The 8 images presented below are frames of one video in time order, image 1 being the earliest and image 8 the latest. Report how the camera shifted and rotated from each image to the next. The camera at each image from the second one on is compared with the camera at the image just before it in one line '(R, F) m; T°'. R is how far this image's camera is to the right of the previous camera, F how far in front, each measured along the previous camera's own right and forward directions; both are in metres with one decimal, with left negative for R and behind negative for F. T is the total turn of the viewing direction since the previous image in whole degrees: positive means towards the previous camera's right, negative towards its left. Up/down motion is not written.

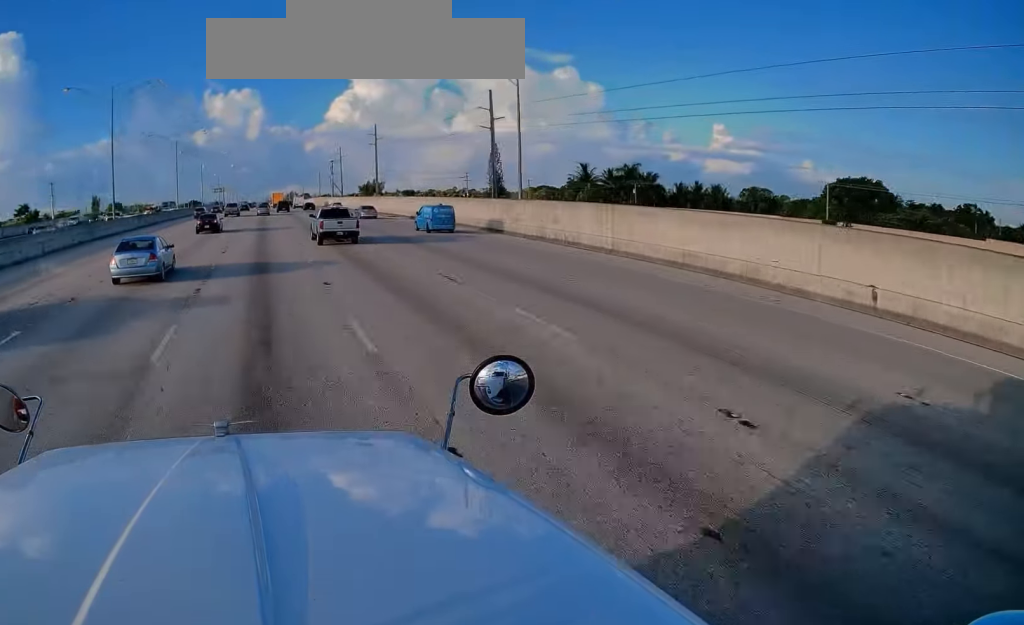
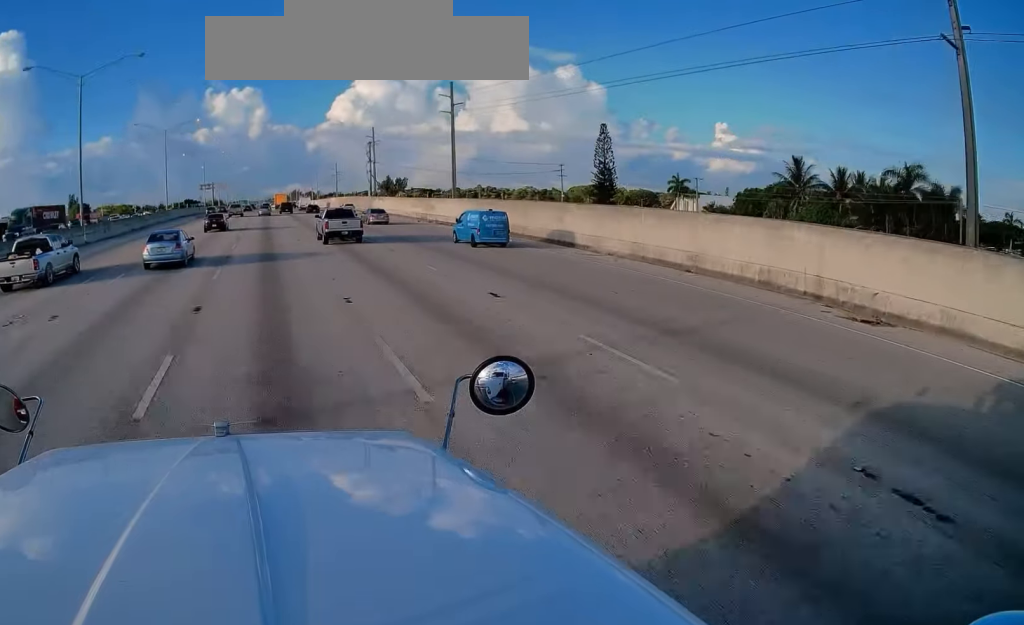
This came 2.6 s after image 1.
(-0.9, +64.1) m; -1°
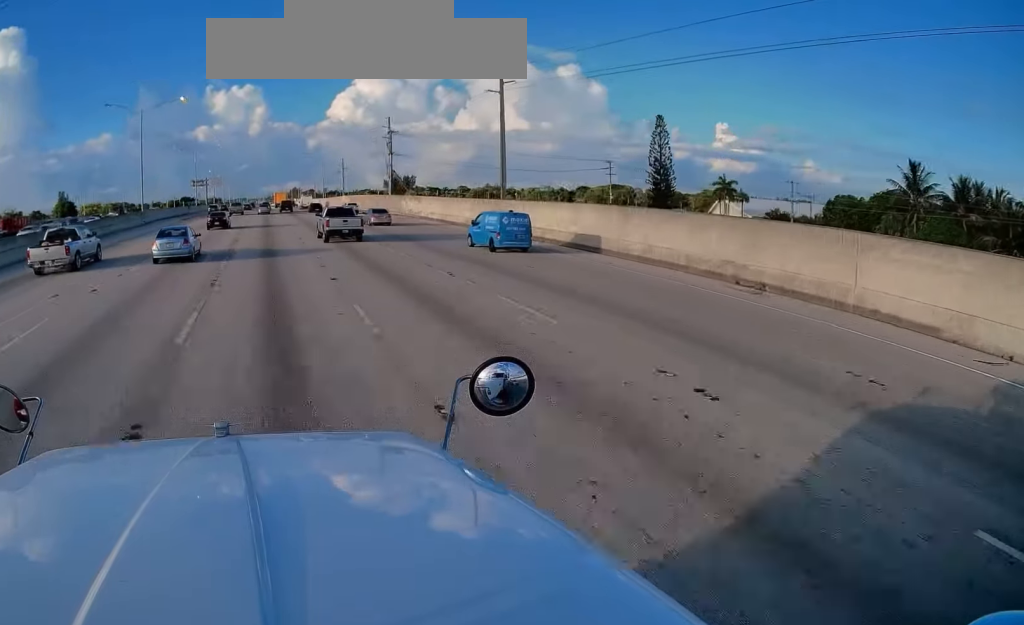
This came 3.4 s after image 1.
(+0.2, +20.7) m; +1°
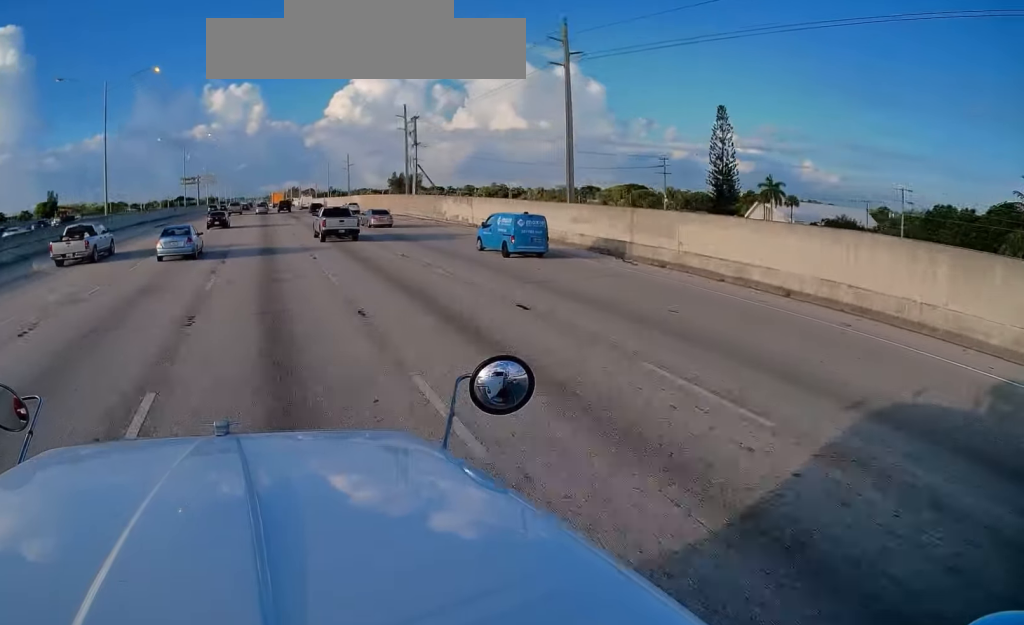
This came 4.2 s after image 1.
(0.0, +18.3) m; 0°
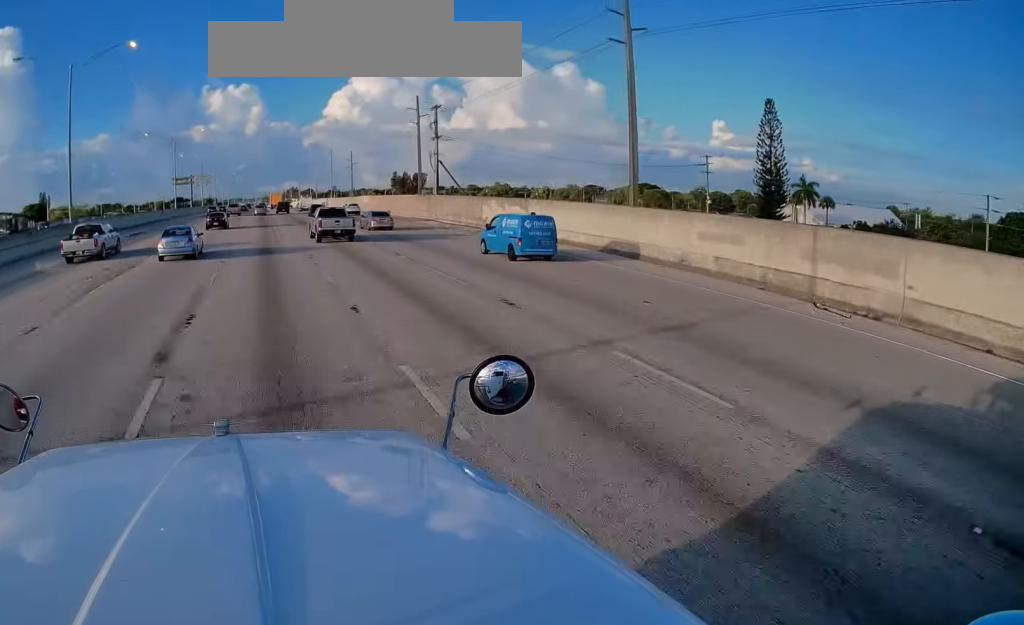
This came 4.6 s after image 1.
(0.0, +11.8) m; 0°
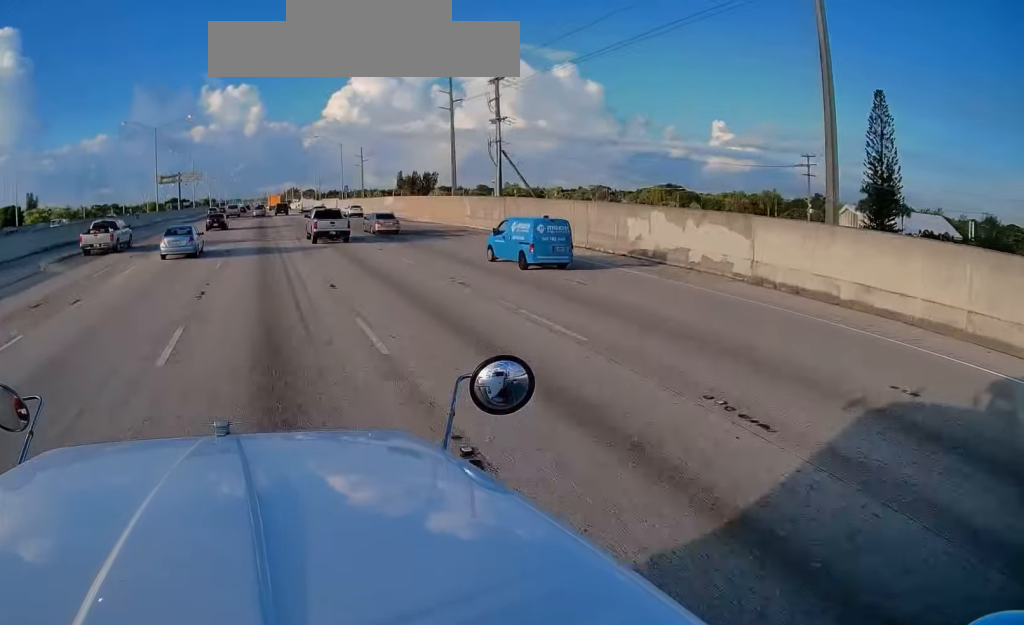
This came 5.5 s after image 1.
(0.0, +21.1) m; 0°
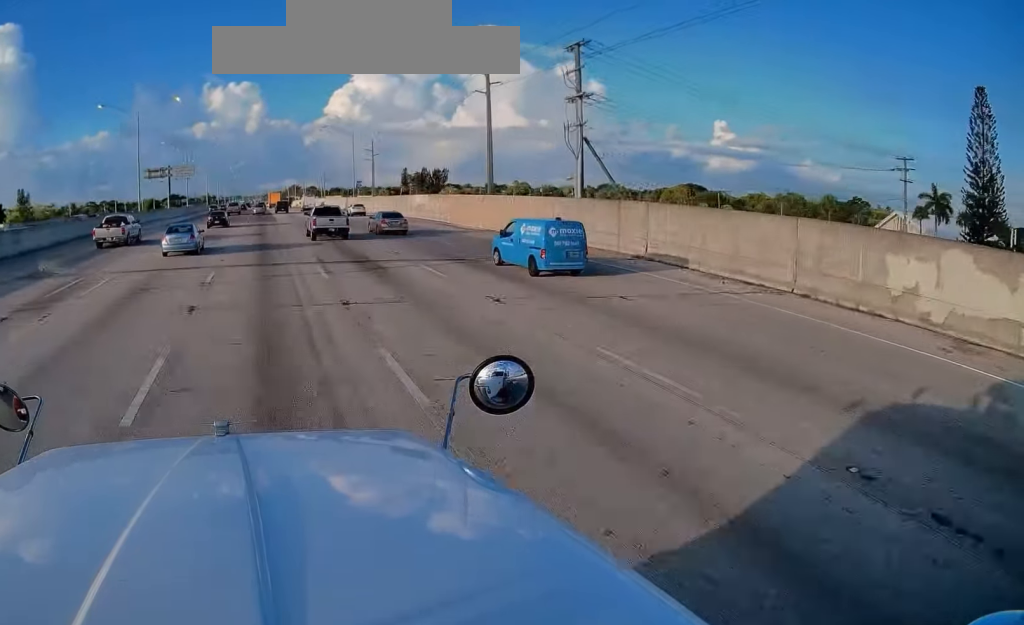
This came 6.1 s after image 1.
(0.0, +15.3) m; -1°
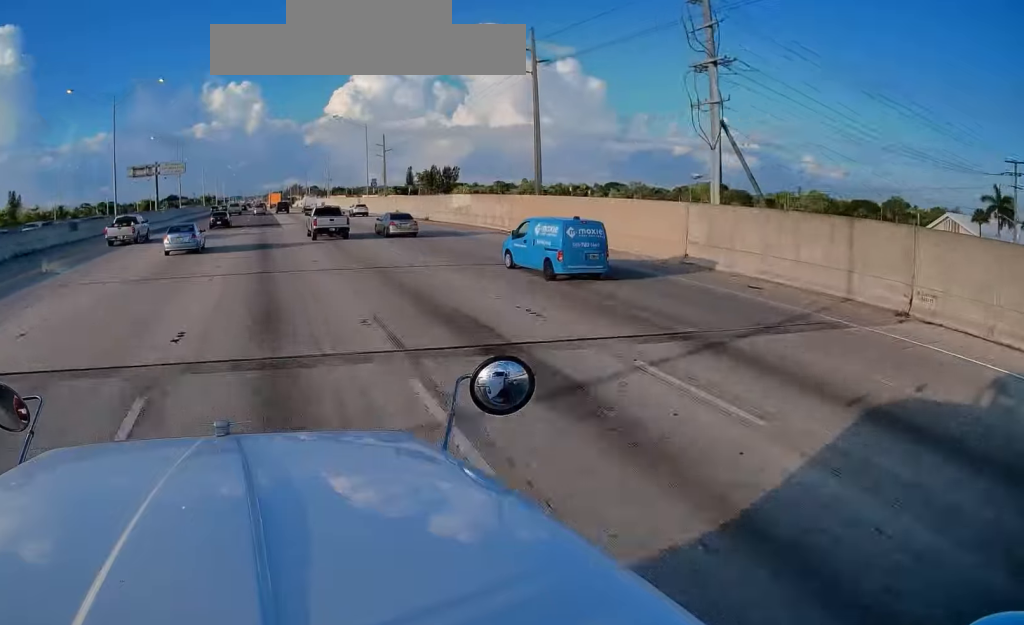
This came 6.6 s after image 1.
(-0.1, +13.7) m; 0°
